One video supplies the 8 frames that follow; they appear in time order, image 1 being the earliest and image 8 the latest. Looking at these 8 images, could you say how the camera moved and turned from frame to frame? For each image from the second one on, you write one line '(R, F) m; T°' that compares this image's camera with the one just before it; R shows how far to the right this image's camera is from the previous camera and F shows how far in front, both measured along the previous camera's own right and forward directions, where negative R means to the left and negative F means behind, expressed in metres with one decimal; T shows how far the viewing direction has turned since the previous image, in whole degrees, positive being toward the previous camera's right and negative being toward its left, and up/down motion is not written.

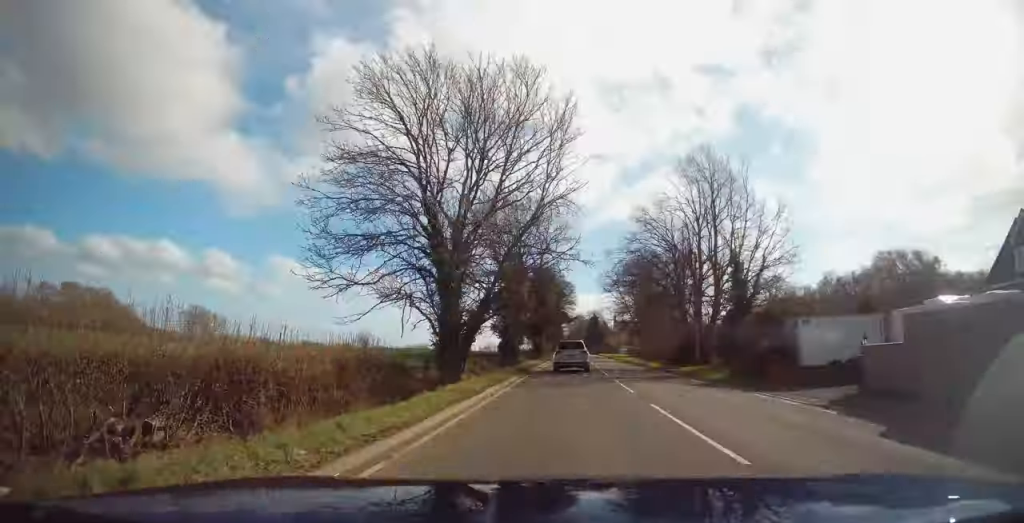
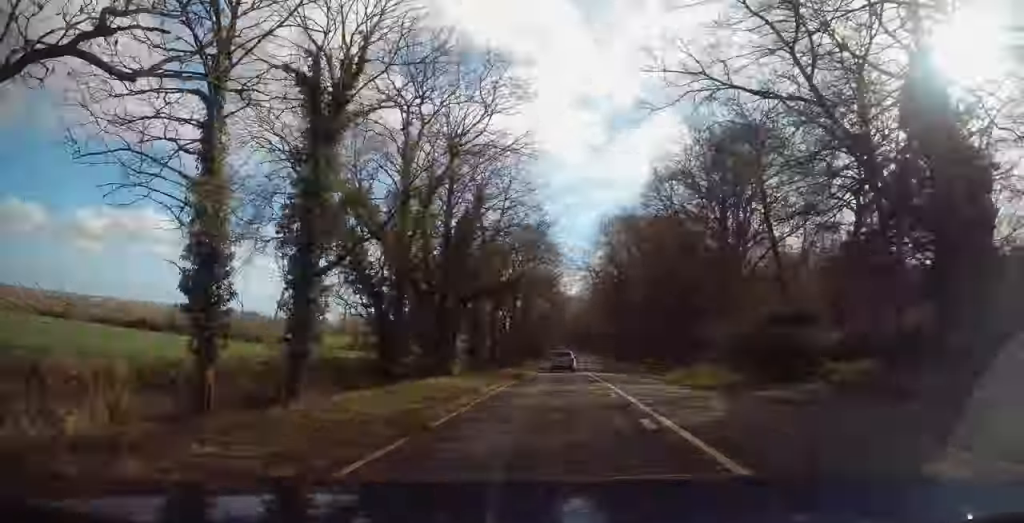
(+3.2, +222.2) m; 0°
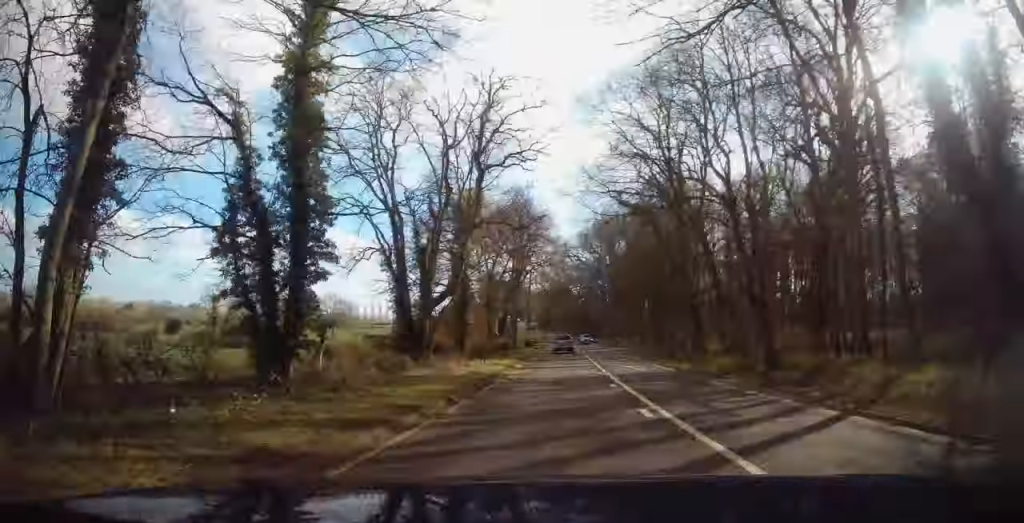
(+1.6, +71.6) m; -1°
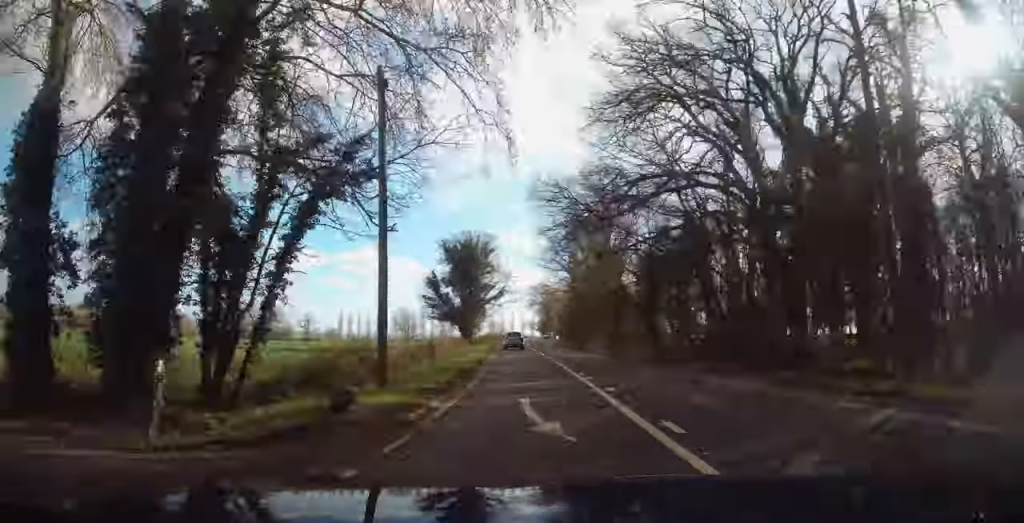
(-2.8, +84.6) m; +1°
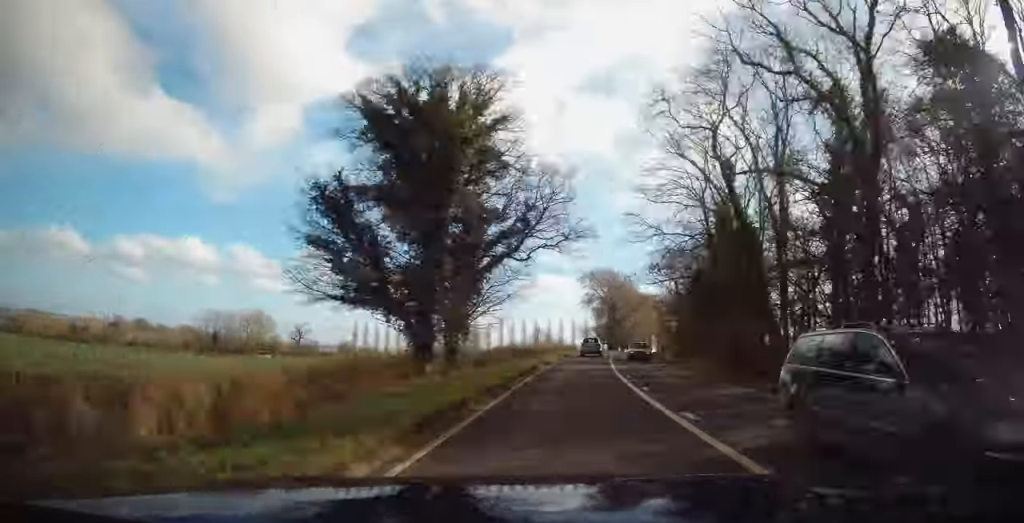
(-4.7, +55.1) m; +2°
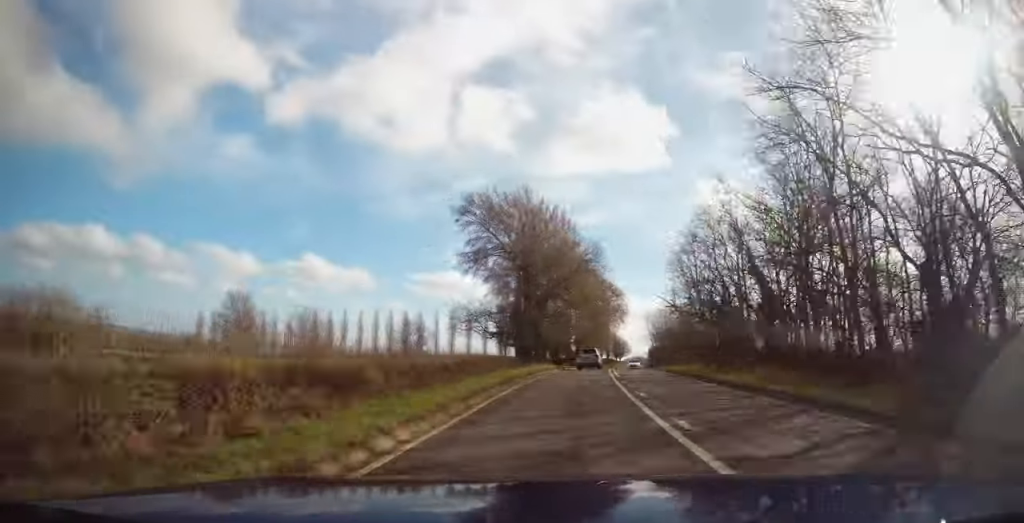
(+5.2, +60.6) m; +4°
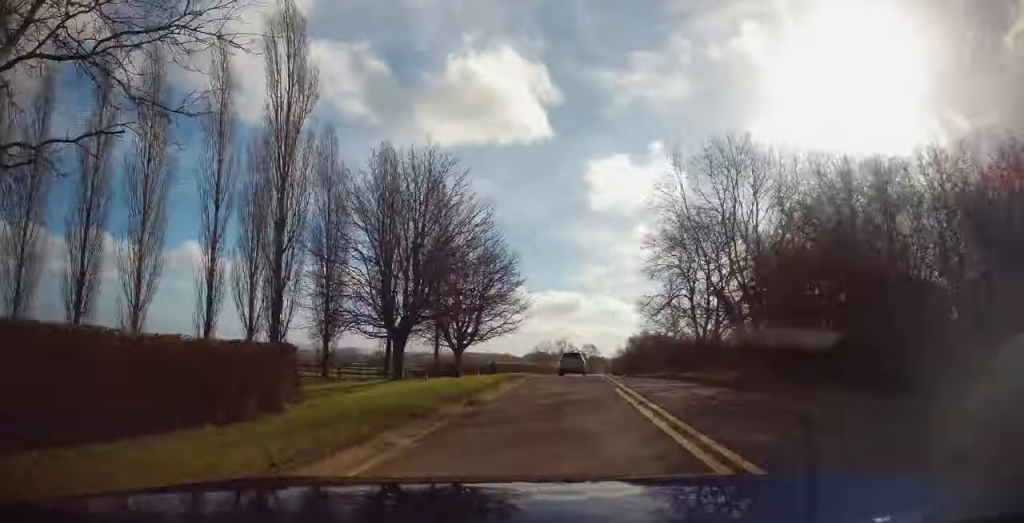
(+17.5, +177.0) m; +8°
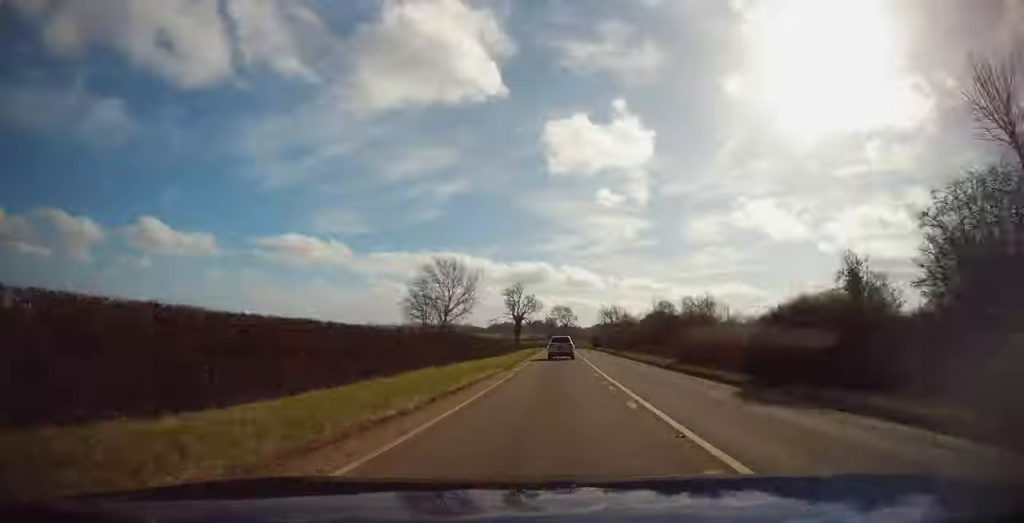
(+2.2, +87.1) m; +4°
